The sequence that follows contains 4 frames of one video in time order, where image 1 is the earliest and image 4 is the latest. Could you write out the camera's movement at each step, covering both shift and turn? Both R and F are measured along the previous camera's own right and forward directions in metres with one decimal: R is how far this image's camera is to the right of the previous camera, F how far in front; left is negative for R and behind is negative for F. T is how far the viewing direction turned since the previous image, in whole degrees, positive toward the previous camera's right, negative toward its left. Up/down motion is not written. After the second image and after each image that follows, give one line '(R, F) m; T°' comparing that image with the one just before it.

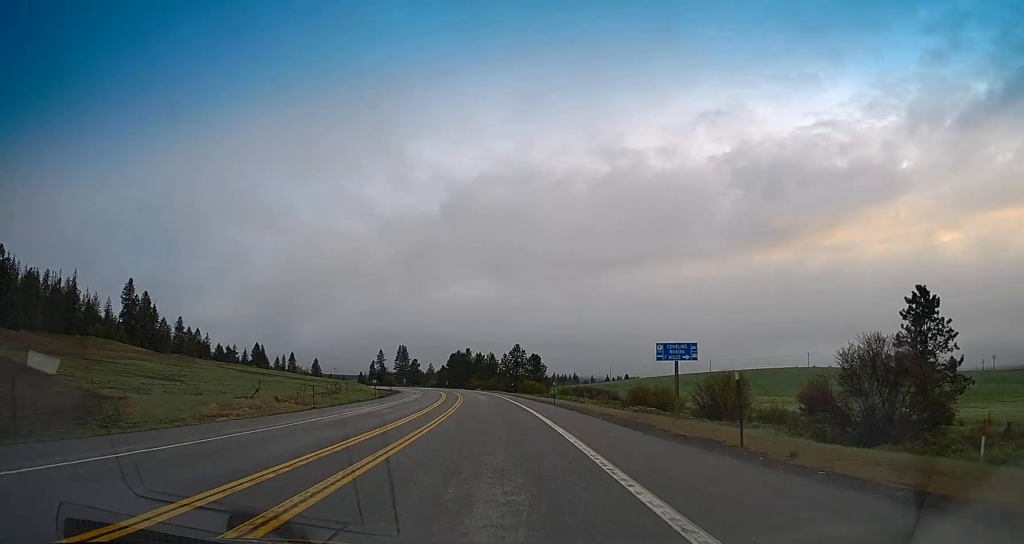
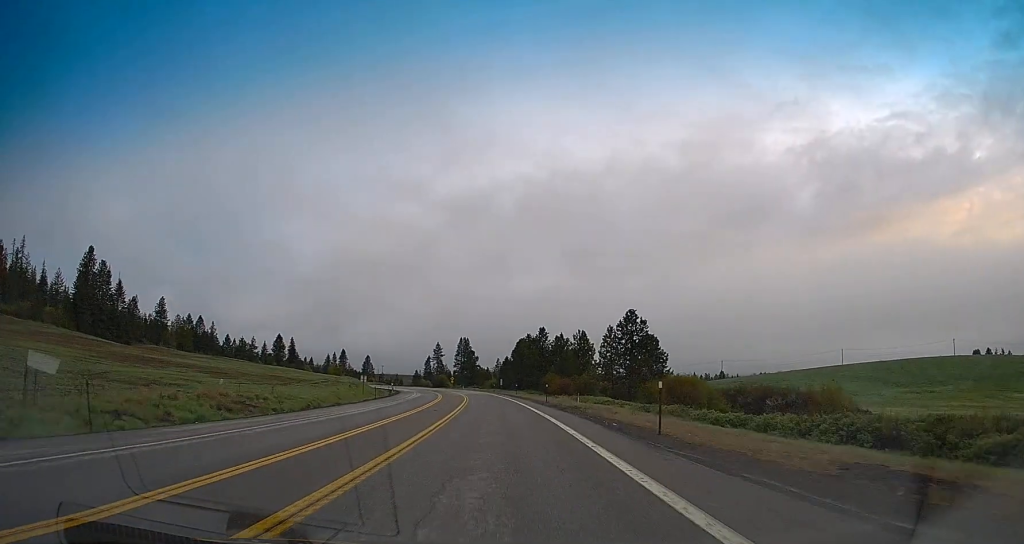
(-6.8, +88.3) m; -7°
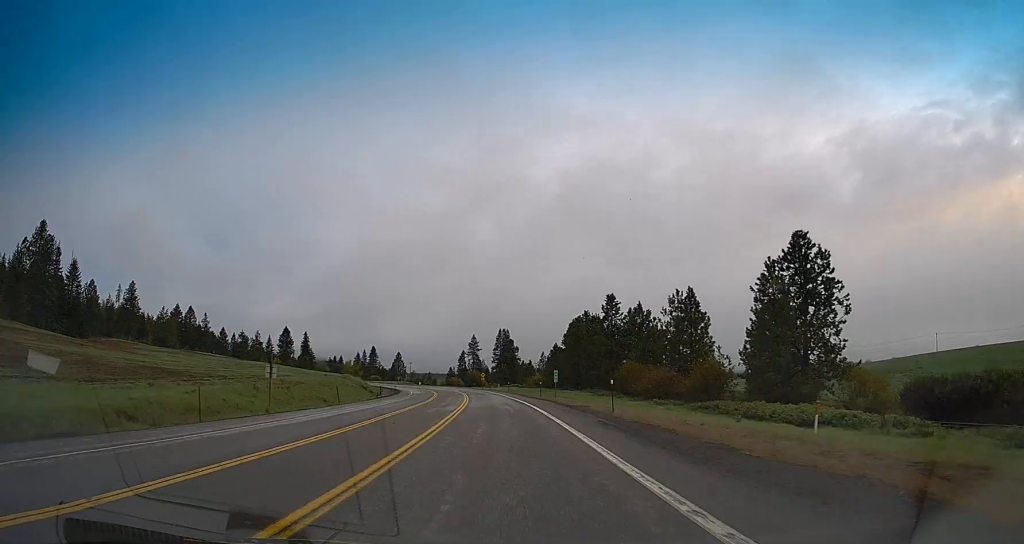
(-1.4, +52.5) m; -5°
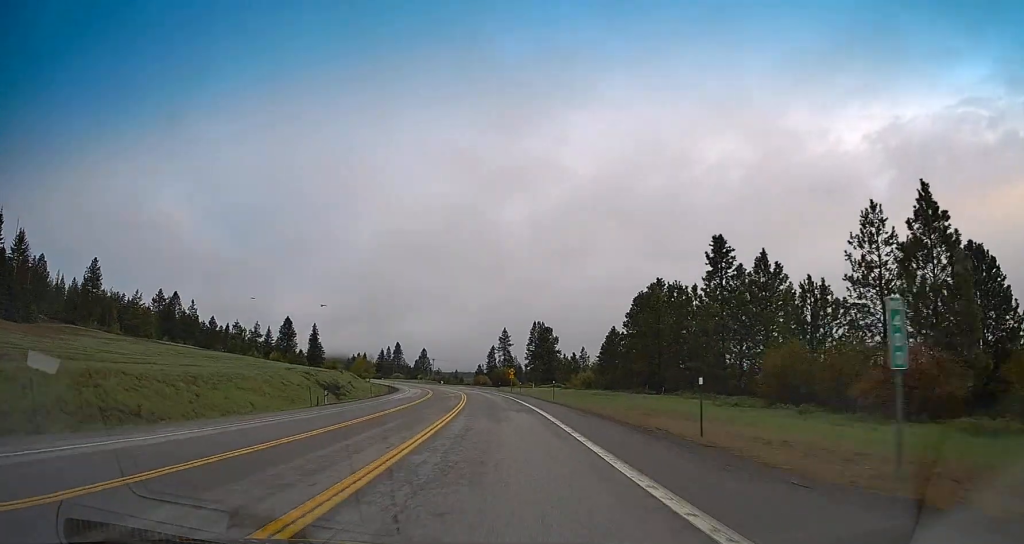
(-1.2, +41.6) m; -3°
